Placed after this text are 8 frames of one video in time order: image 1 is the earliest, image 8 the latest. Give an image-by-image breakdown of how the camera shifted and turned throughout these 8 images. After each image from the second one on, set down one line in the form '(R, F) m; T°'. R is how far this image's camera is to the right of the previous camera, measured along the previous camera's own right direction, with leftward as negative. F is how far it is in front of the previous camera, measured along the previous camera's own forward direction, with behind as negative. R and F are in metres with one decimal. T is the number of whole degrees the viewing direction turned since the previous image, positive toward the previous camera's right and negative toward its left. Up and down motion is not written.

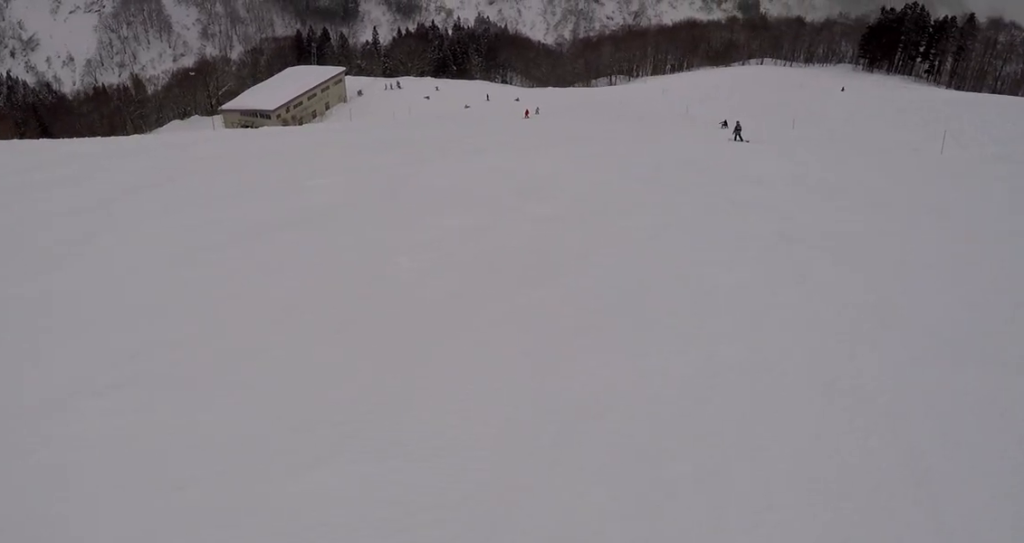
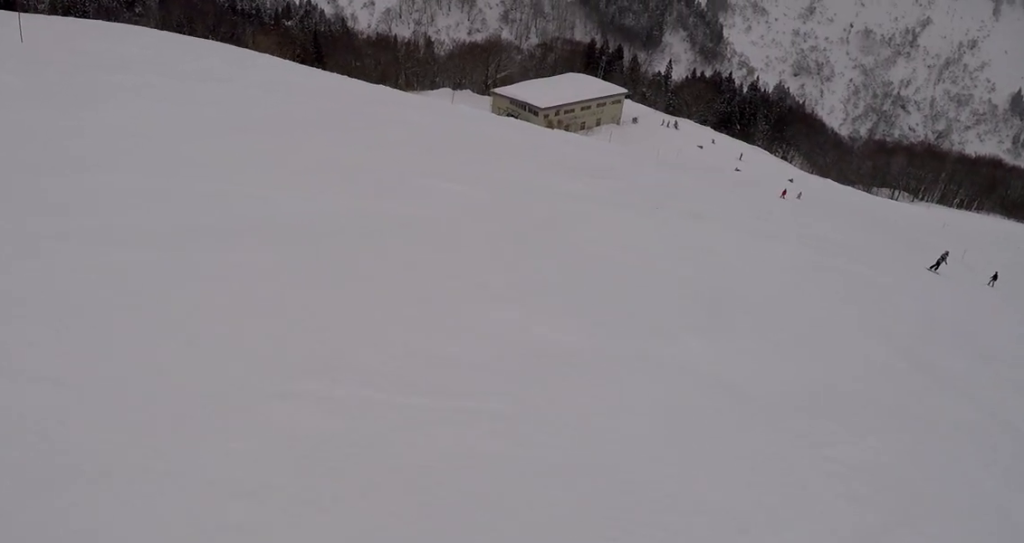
(-0.8, +3.1) m; -17°
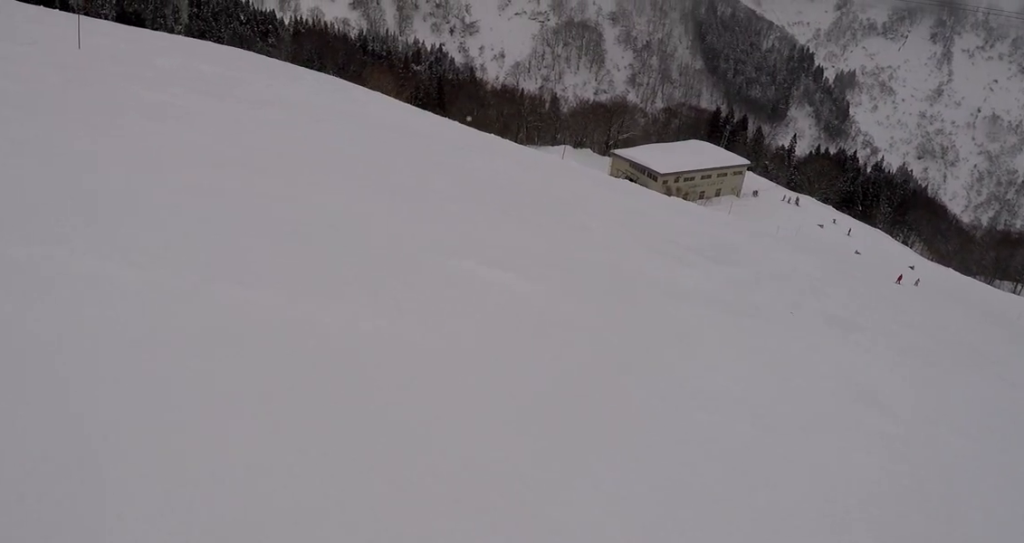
(-0.2, +2.7) m; -2°
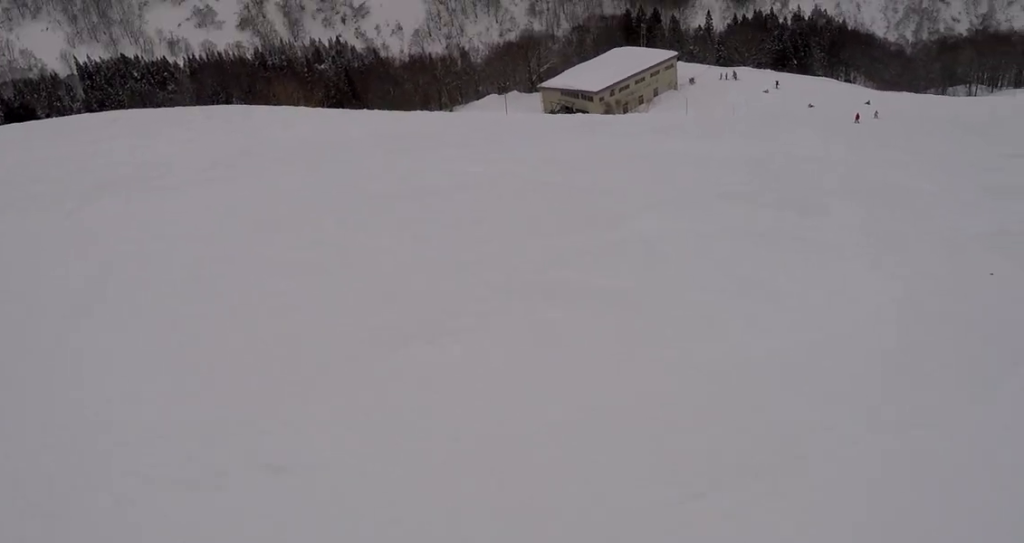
(+0.1, +4.5) m; +8°
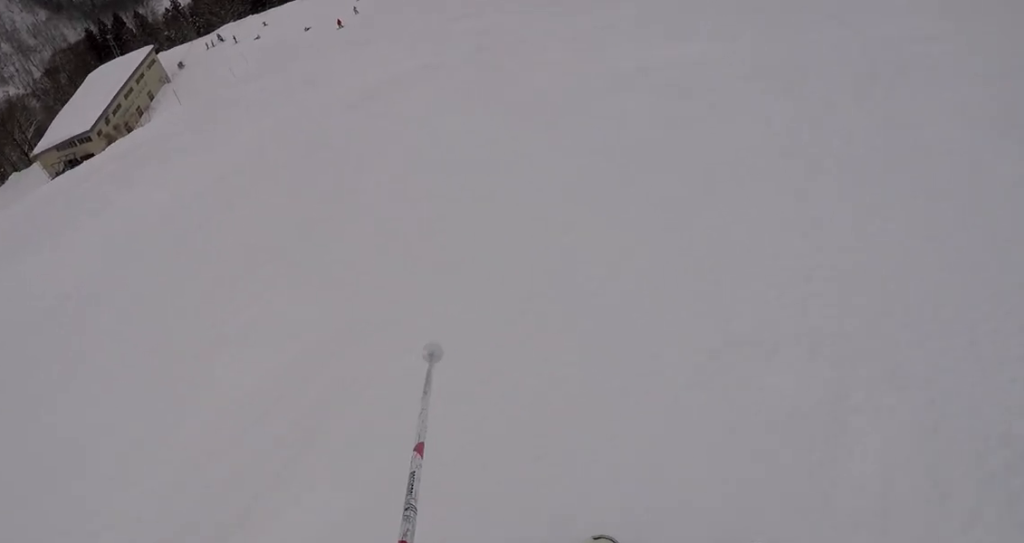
(+1.6, +8.0) m; +28°
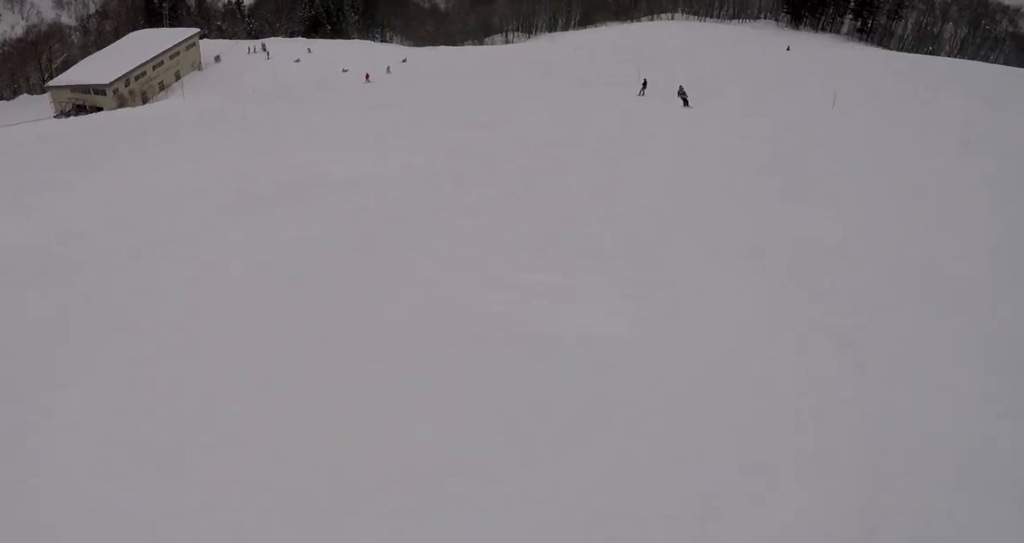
(+0.3, +2.4) m; -1°
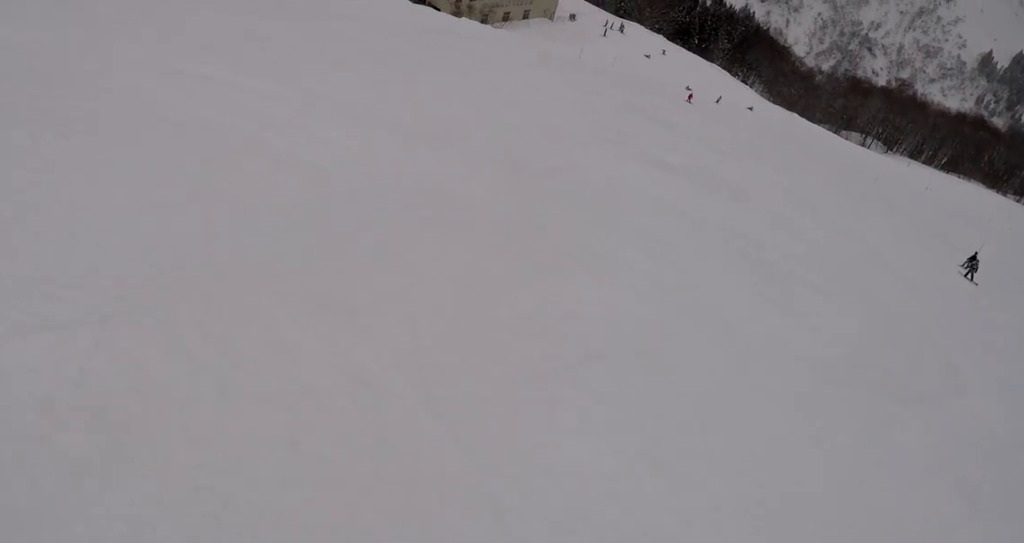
(0.0, +5.2) m; -19°
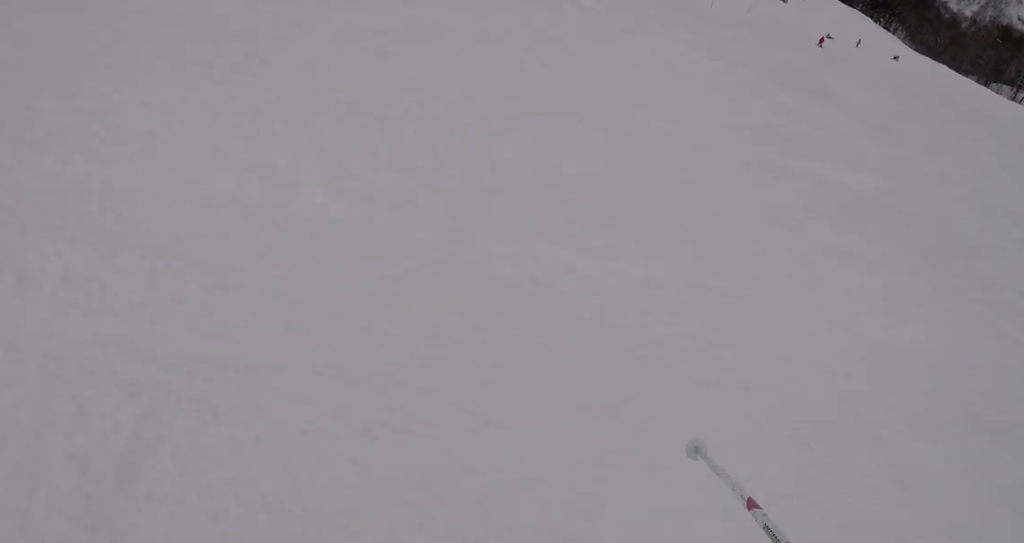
(-1.3, +4.1) m; -15°
